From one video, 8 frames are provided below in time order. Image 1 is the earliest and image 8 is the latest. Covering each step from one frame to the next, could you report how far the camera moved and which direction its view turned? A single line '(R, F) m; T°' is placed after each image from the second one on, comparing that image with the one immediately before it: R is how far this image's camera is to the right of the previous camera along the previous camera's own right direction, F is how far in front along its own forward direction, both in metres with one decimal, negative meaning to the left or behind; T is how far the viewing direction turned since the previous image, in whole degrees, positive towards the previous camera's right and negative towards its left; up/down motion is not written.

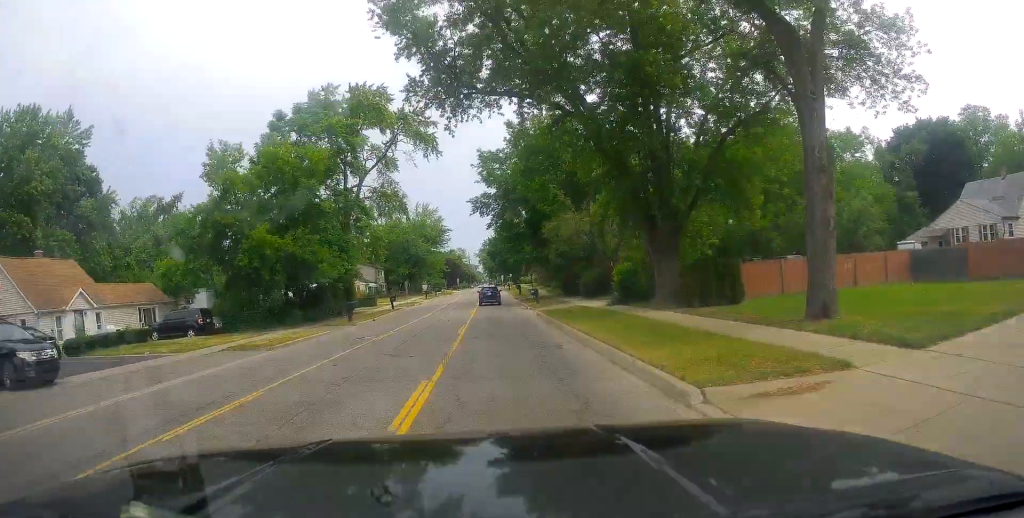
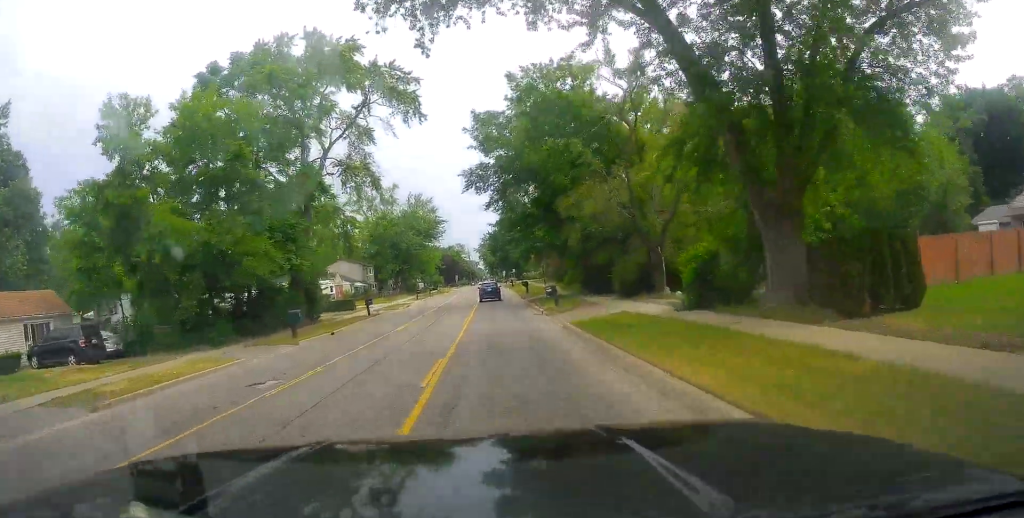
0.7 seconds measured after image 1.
(+0.2, +11.2) m; +1°
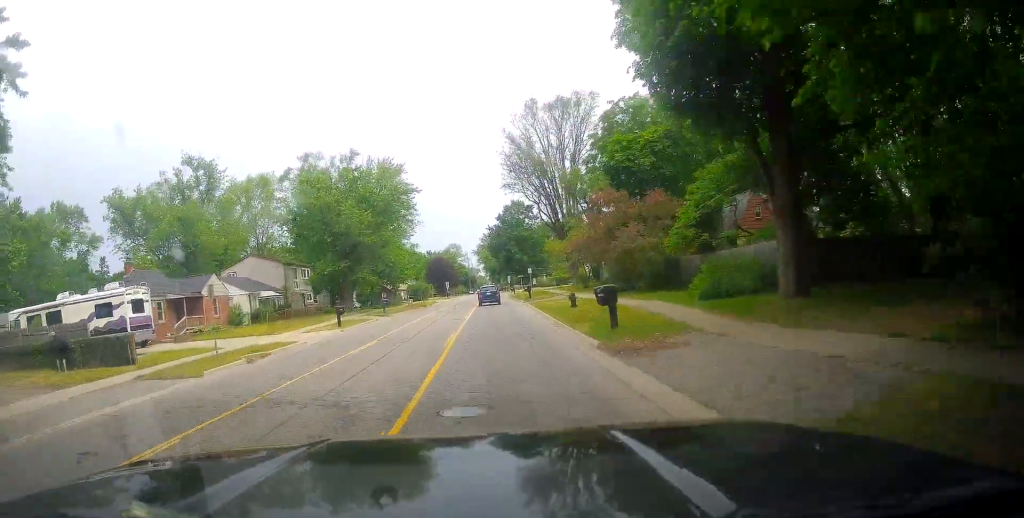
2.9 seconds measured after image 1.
(-0.5, +37.4) m; 0°
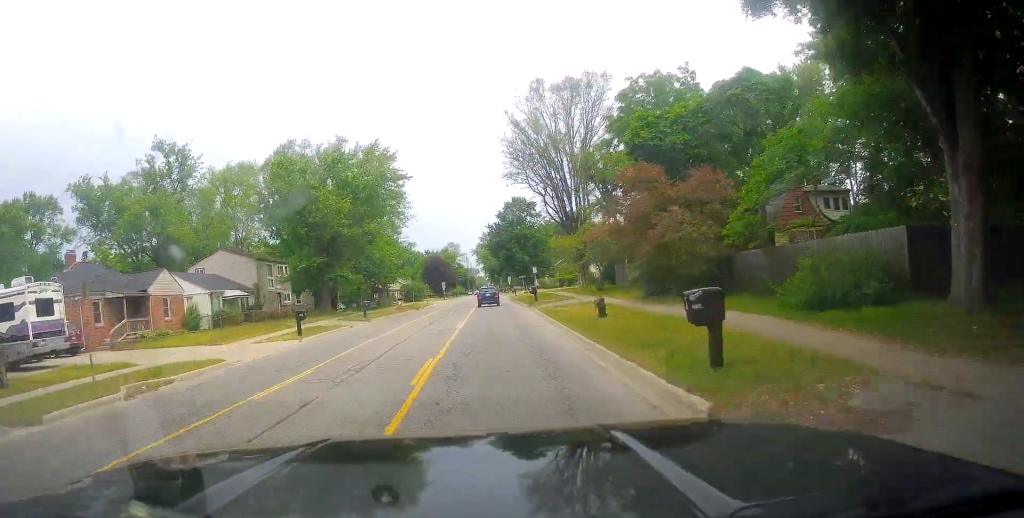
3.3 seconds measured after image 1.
(+0.1, +7.5) m; +1°
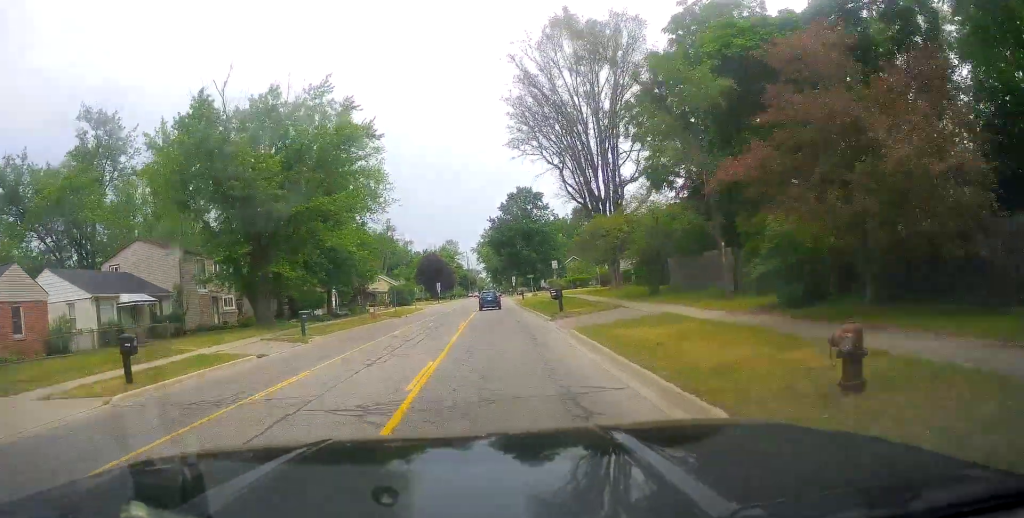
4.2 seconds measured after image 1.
(0.0, +14.5) m; -2°
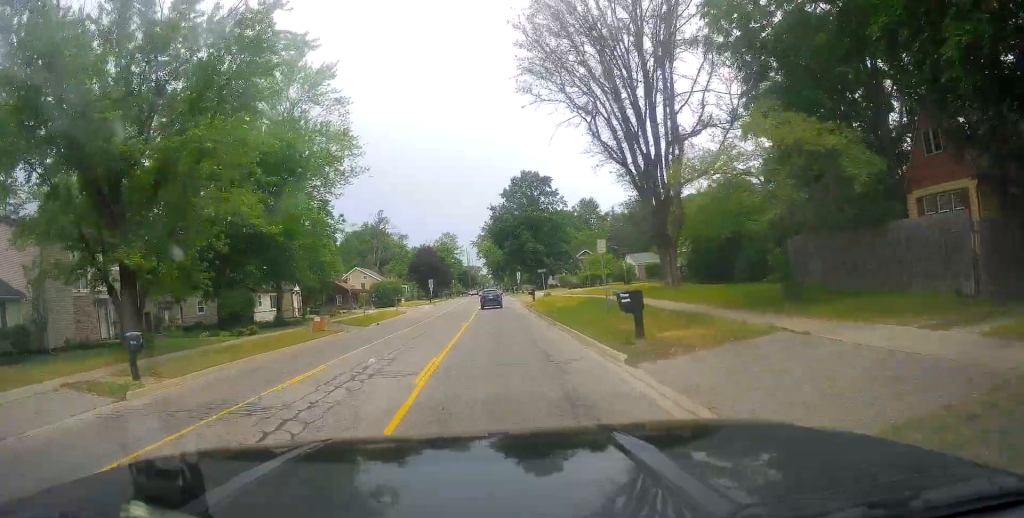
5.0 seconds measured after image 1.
(-0.5, +14.4) m; -2°
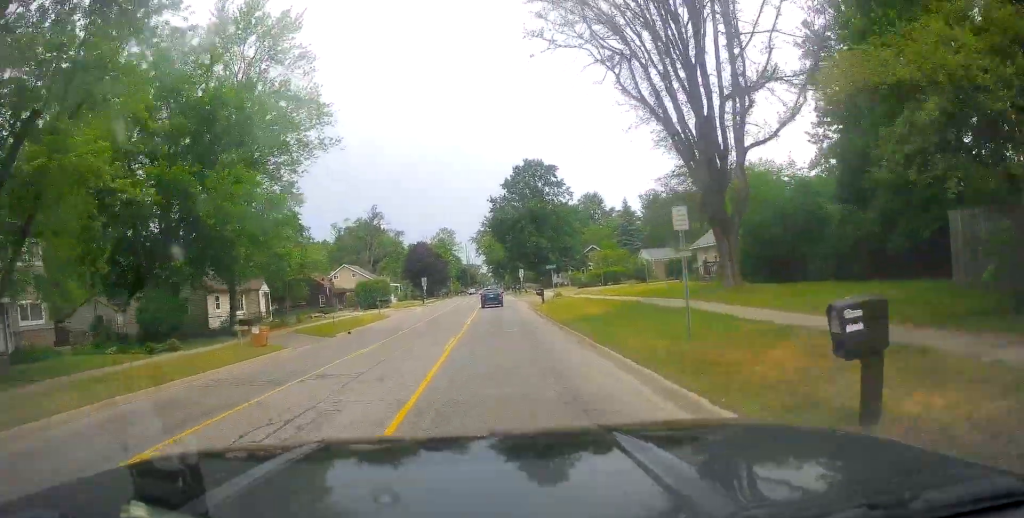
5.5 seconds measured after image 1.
(-0.1, +8.3) m; -1°
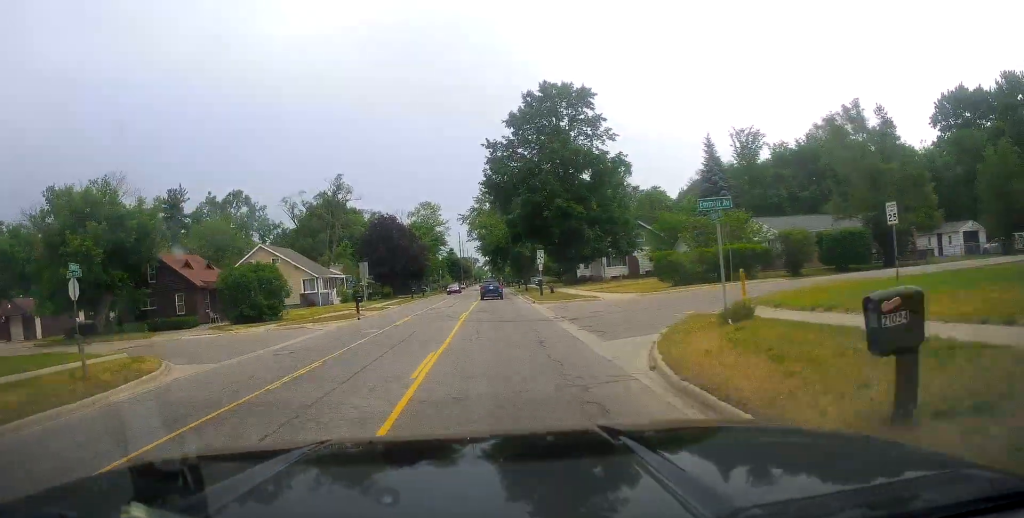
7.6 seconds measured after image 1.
(+1.7, +34.8) m; +5°
